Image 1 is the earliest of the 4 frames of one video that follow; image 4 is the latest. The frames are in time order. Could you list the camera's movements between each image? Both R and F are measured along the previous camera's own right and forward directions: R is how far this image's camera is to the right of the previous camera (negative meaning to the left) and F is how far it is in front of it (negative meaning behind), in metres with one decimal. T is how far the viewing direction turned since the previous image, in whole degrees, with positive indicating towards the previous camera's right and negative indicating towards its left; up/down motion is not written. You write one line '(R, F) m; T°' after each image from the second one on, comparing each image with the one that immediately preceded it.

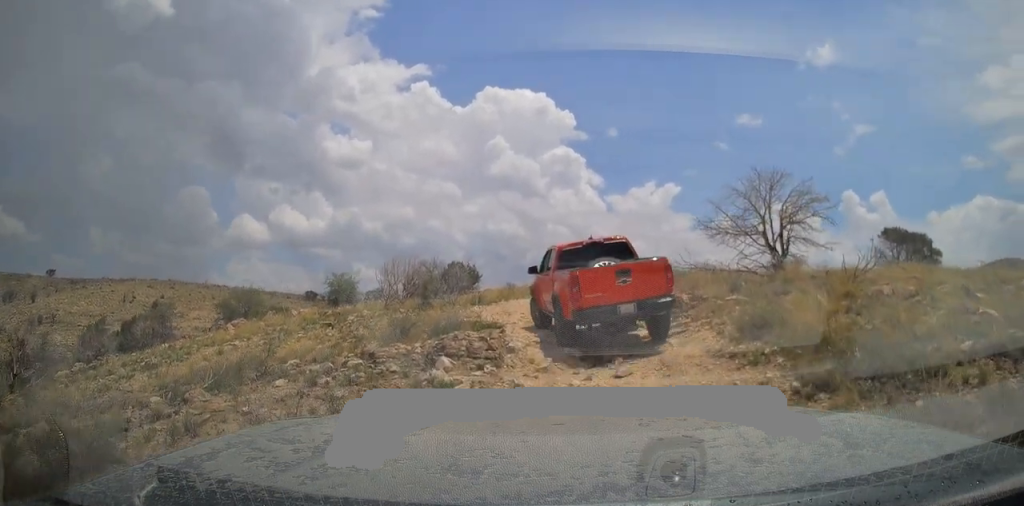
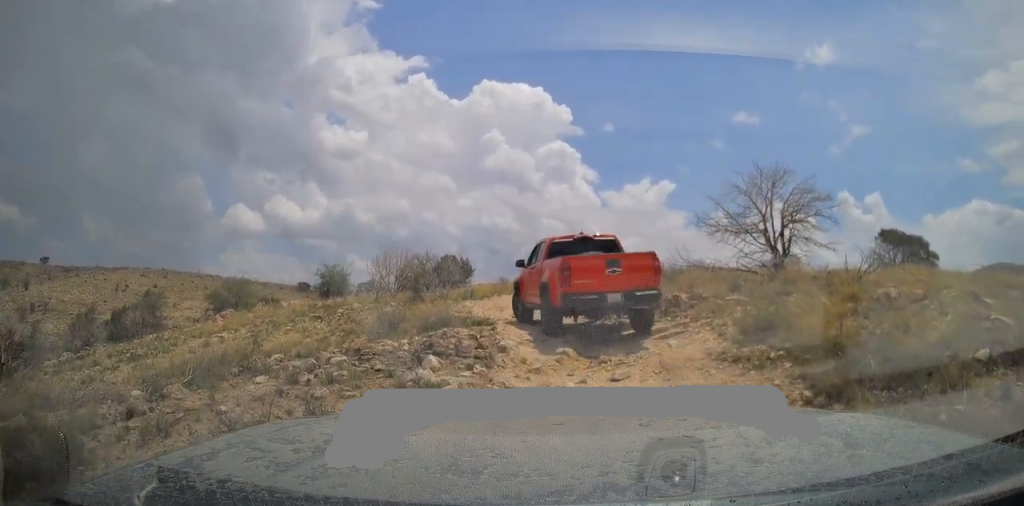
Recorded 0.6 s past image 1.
(-0.5, +0.4) m; -1°
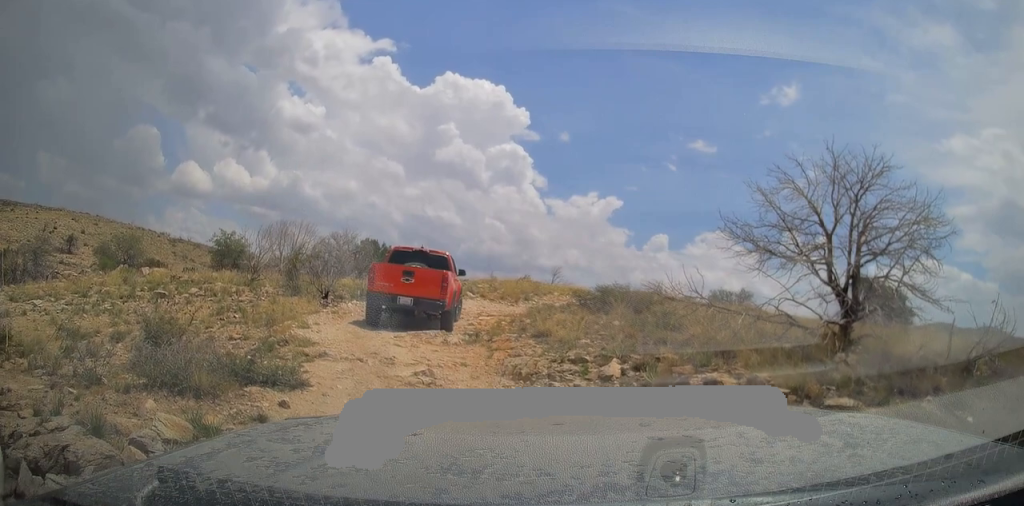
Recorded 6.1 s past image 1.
(-1.2, +8.2) m; -7°
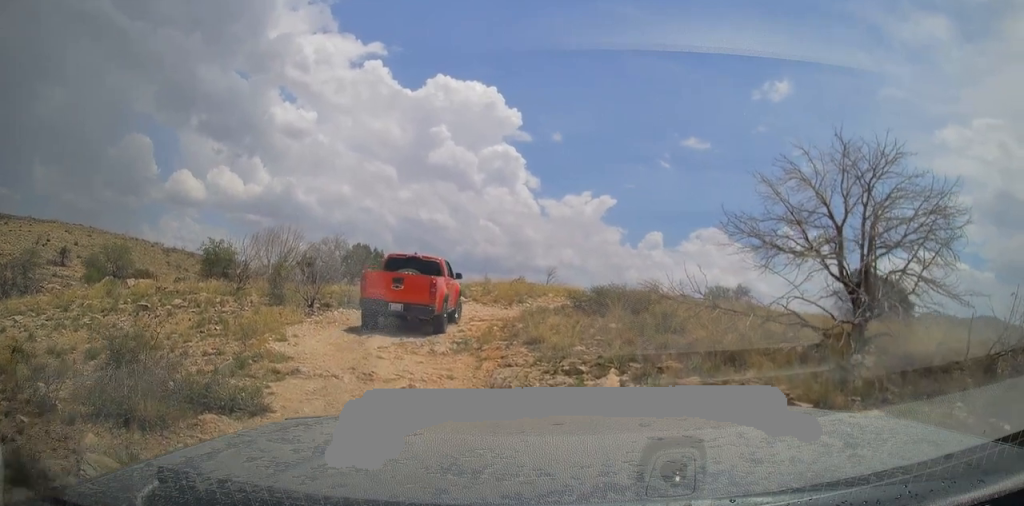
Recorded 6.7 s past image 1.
(-0.1, +0.5) m; 0°
